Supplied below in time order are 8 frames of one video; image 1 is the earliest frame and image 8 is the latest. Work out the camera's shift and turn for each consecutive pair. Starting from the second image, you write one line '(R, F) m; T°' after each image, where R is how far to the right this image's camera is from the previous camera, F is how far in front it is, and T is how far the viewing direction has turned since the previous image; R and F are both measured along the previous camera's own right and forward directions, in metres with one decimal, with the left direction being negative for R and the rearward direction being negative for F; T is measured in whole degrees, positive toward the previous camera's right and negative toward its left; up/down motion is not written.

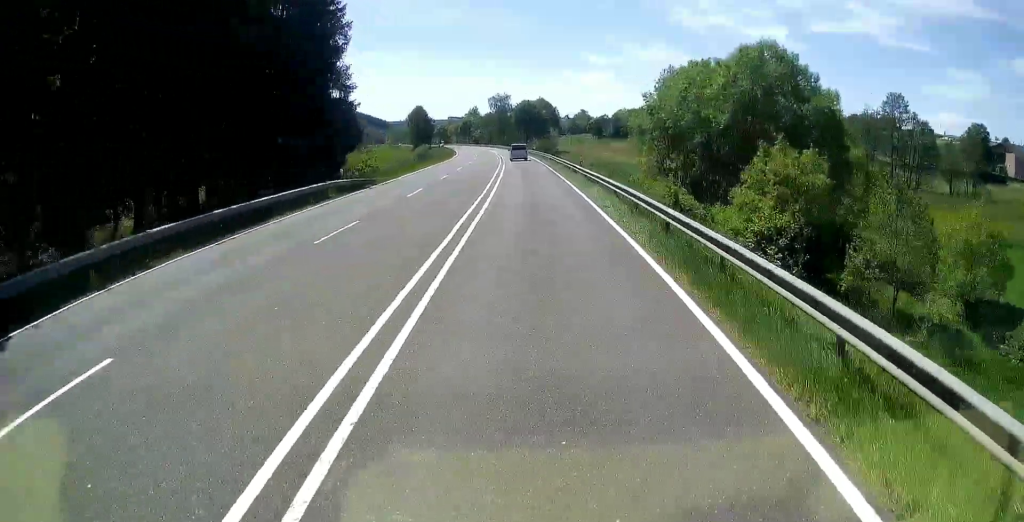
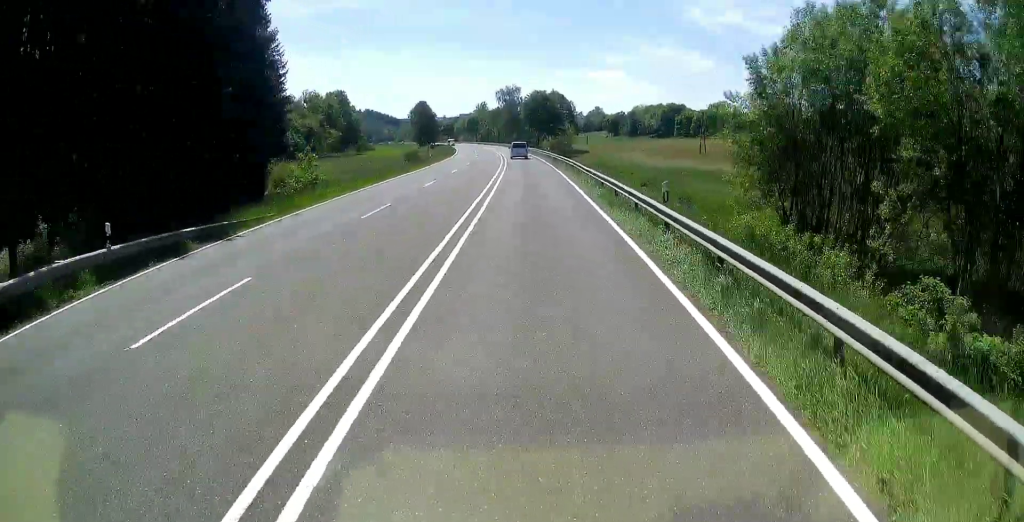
(-0.3, +19.9) m; -1°
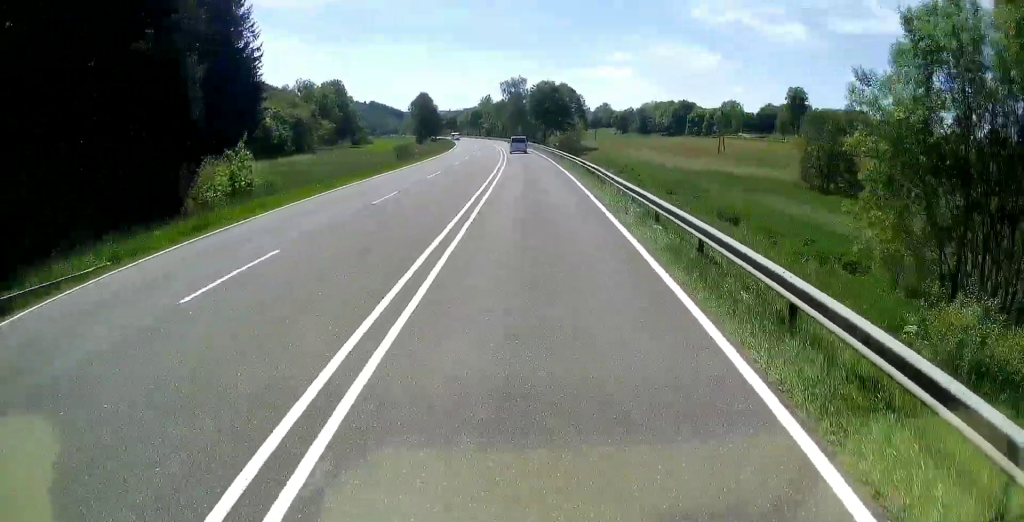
(-0.1, +10.8) m; 0°
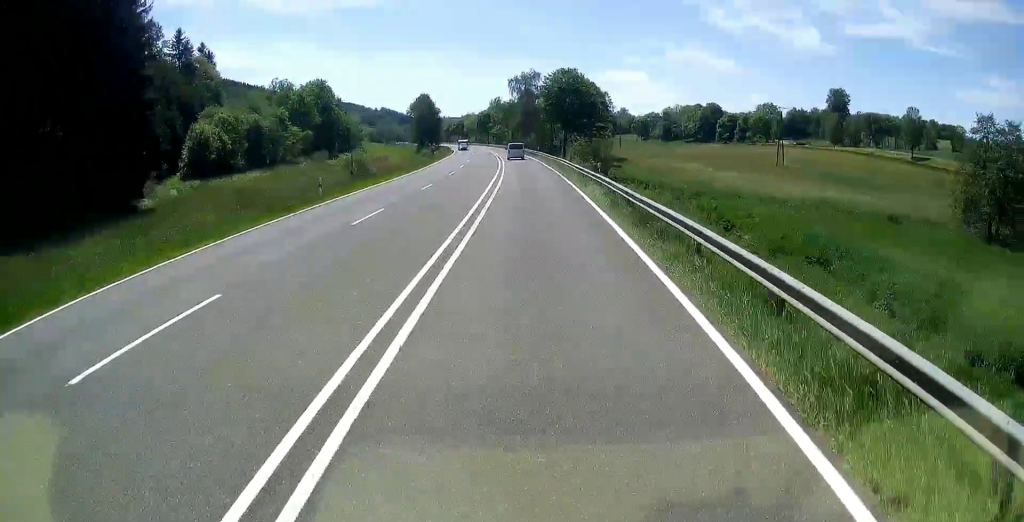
(-0.1, +27.4) m; -1°
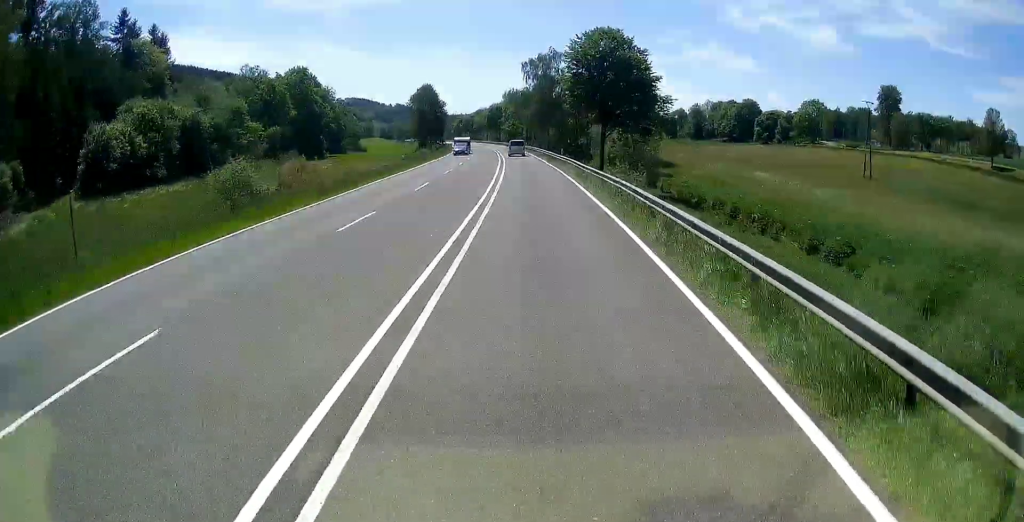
(-0.2, +26.4) m; -1°
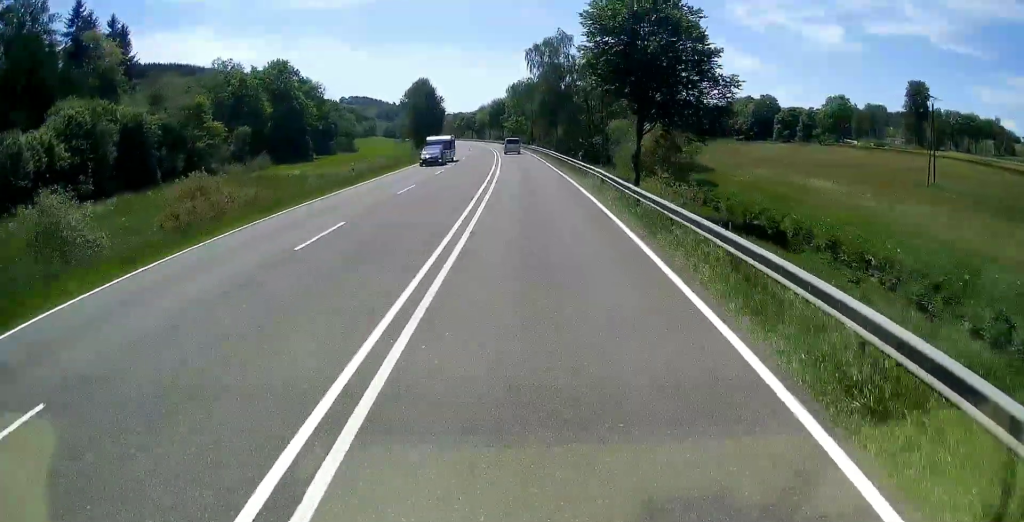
(-0.2, +14.9) m; -1°
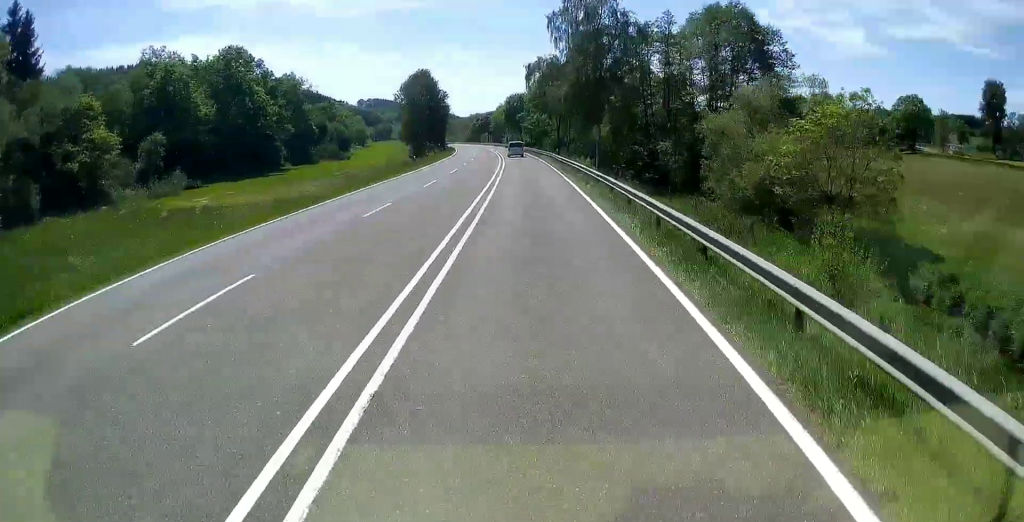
(-0.5, +30.8) m; -1°
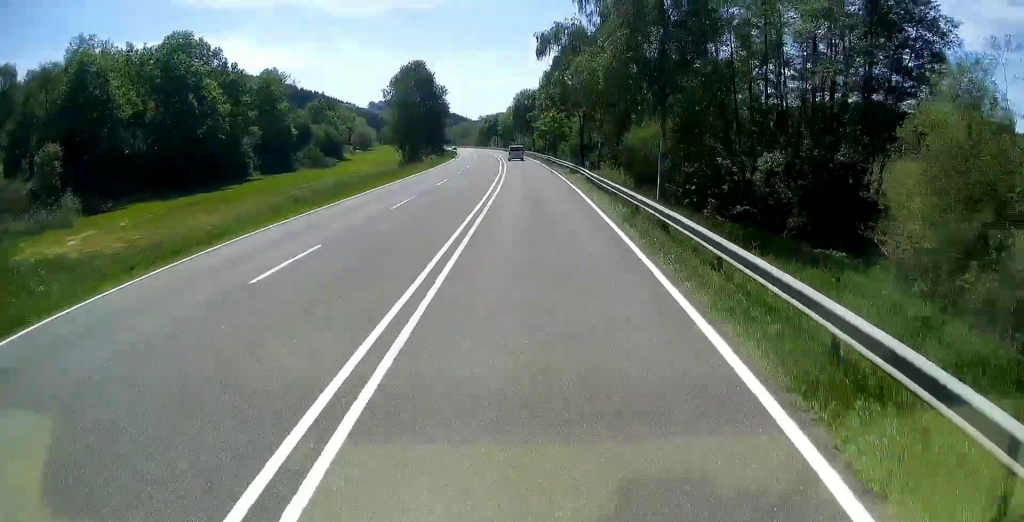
(0.0, +20.7) m; -1°
